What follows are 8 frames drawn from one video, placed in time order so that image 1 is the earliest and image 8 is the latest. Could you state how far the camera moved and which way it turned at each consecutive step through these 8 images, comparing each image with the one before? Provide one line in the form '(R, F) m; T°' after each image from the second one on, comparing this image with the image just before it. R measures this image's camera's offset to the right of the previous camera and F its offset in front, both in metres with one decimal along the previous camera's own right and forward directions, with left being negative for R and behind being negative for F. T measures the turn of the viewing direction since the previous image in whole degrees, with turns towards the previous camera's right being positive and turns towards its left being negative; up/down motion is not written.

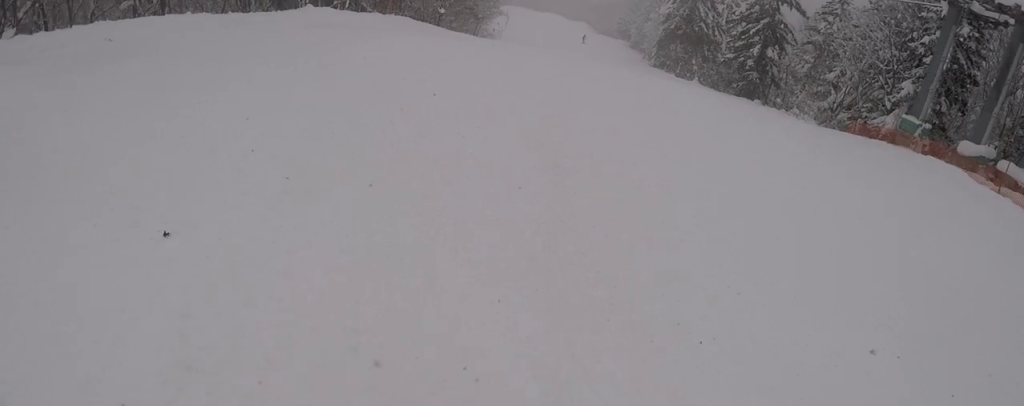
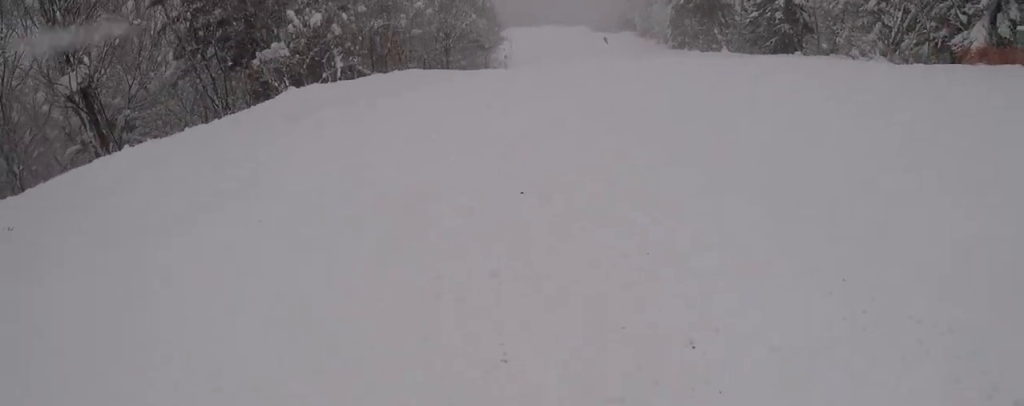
(0.0, +5.5) m; +4°
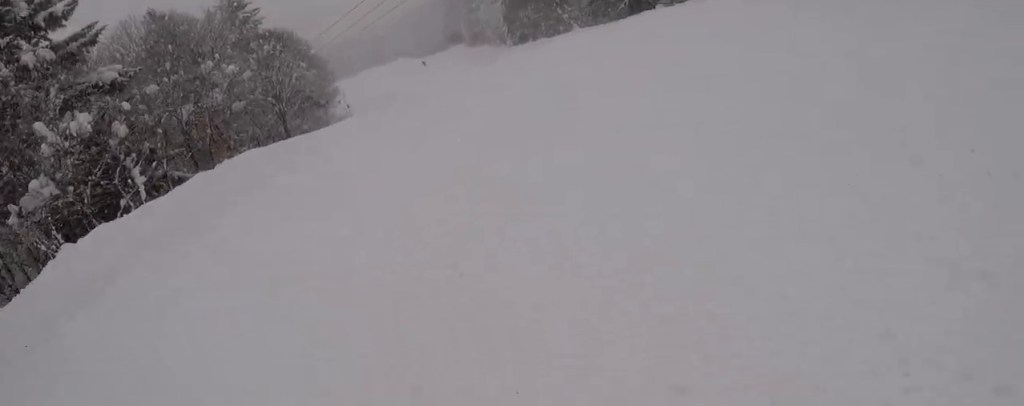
(+0.4, +6.5) m; +8°
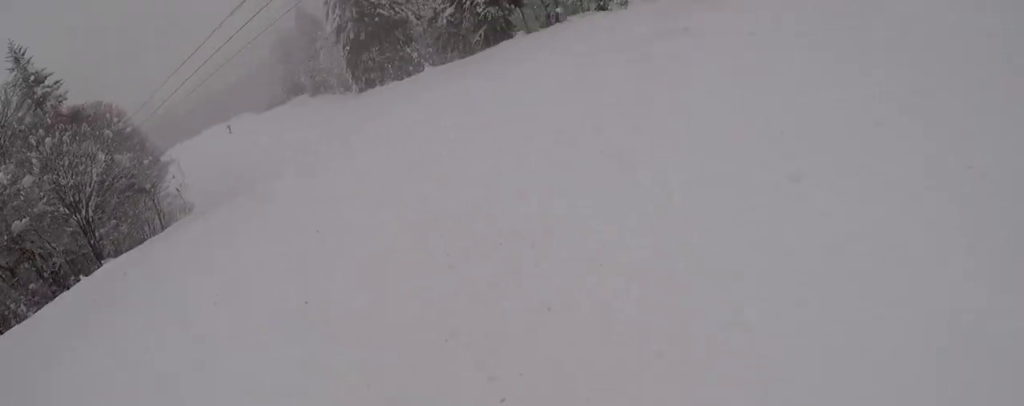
(+0.7, +6.9) m; +6°
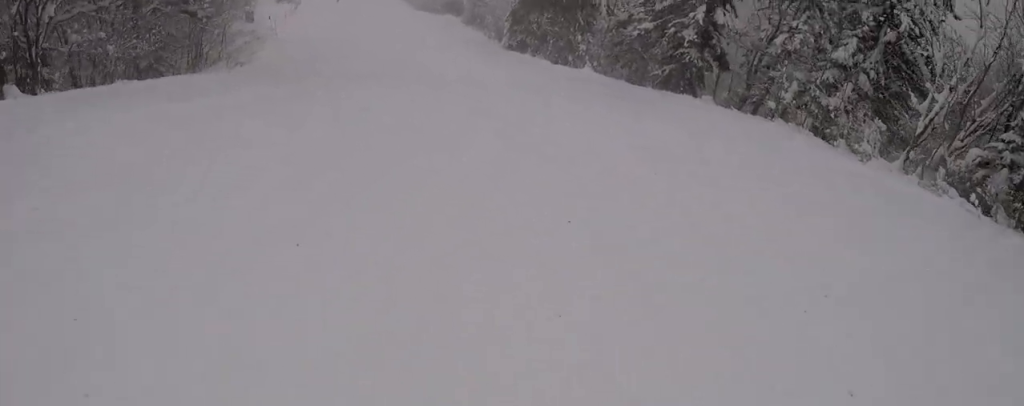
(-0.1, +10.8) m; -3°
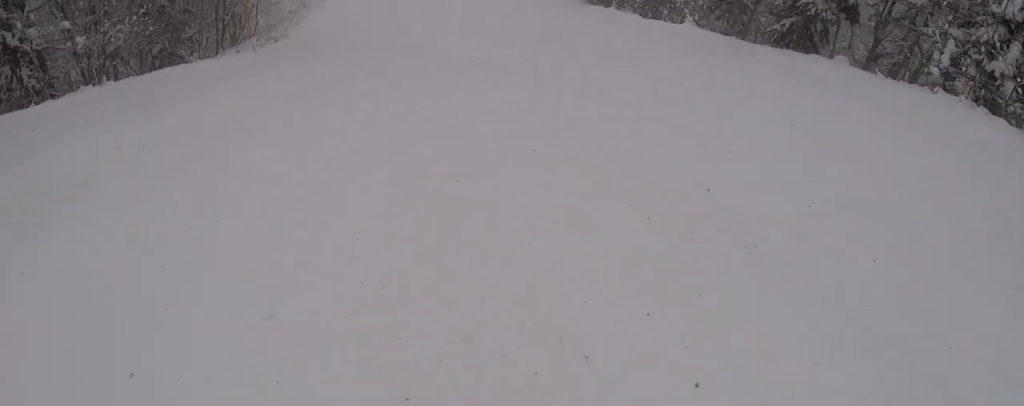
(0.0, +7.2) m; -8°
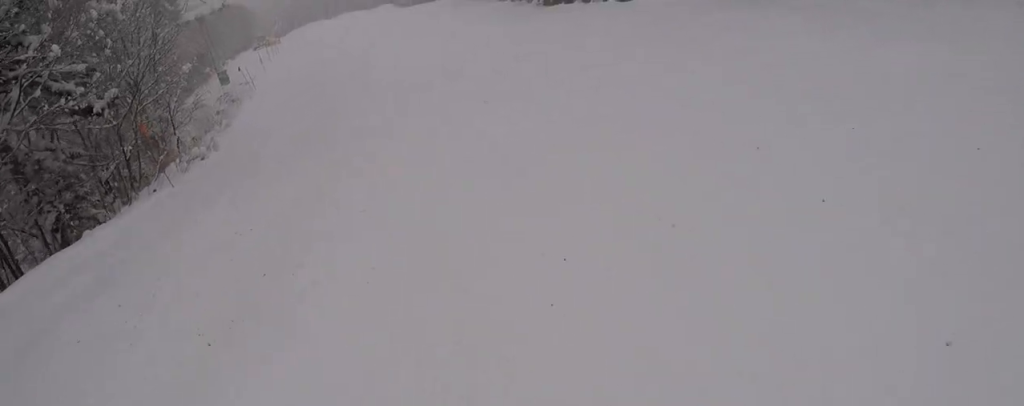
(-1.0, +7.4) m; -3°
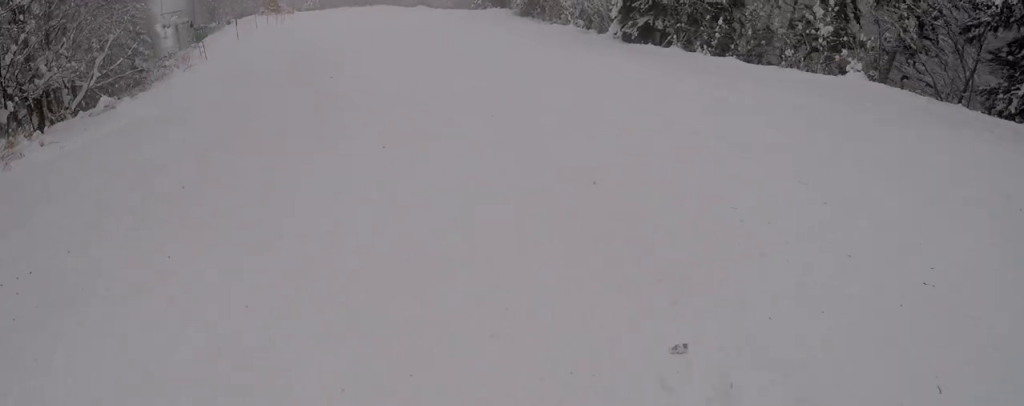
(+0.3, +12.3) m; +2°
